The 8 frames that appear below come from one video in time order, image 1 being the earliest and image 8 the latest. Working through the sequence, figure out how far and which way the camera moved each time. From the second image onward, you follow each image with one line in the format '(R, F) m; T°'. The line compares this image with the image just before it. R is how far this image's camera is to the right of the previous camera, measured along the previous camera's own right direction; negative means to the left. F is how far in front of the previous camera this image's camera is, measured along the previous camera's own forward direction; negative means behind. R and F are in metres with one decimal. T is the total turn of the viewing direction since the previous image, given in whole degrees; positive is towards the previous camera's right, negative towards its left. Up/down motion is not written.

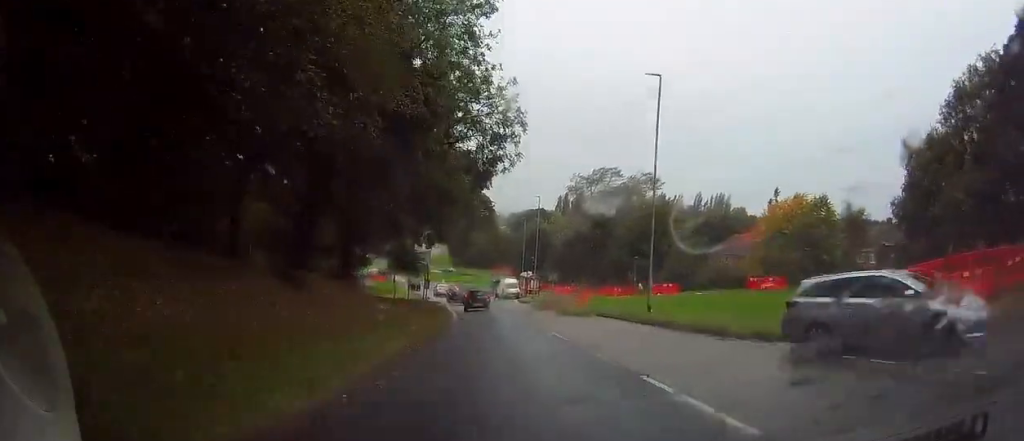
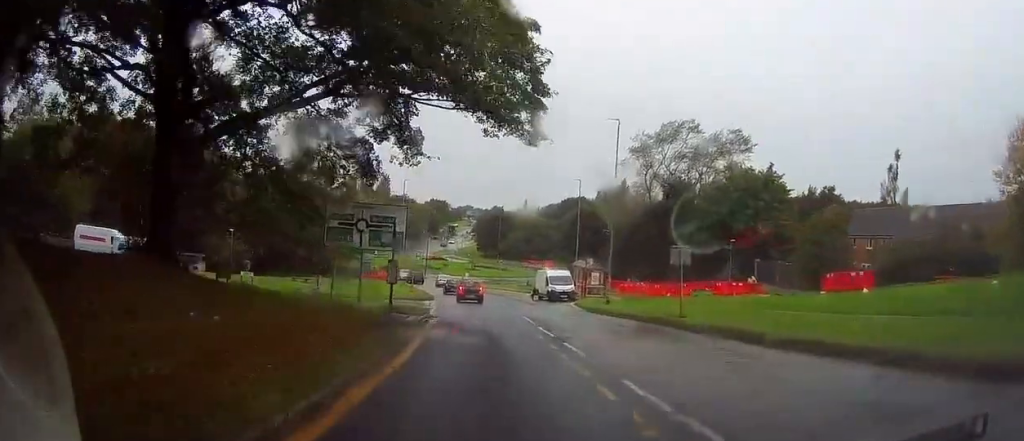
(-0.1, +30.5) m; -2°
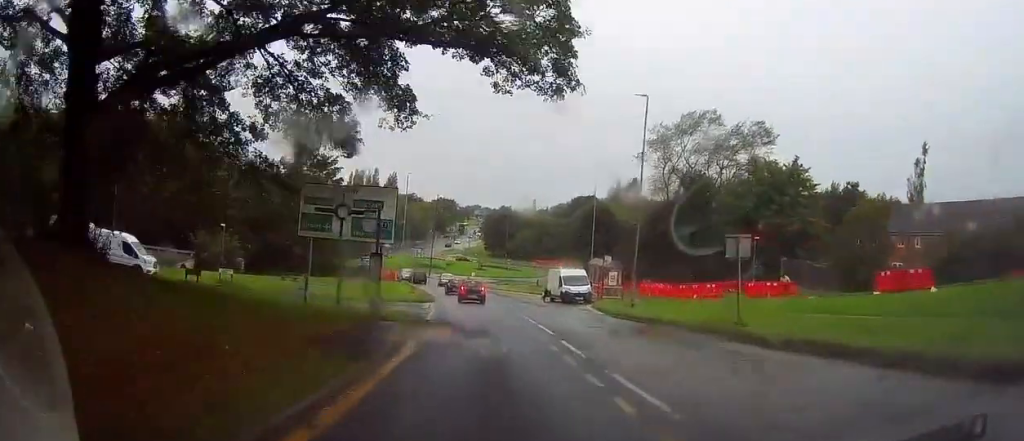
(-0.1, +4.8) m; -2°
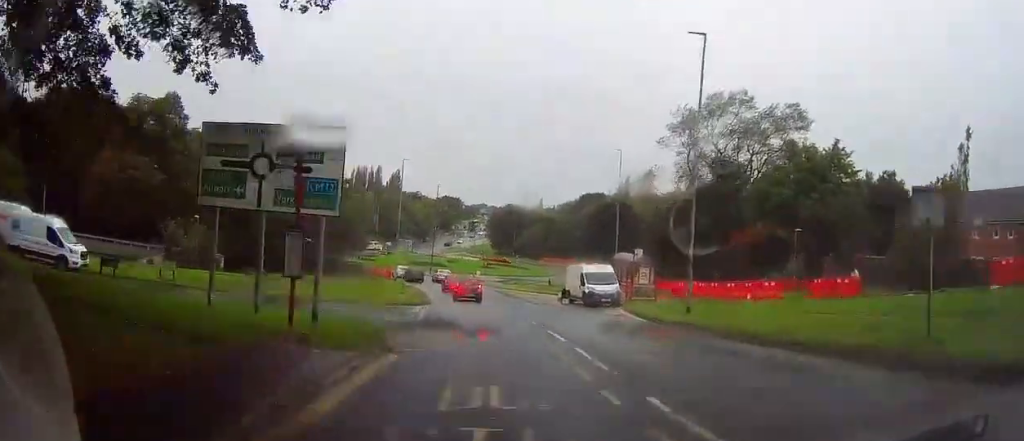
(-0.2, +8.4) m; -3°
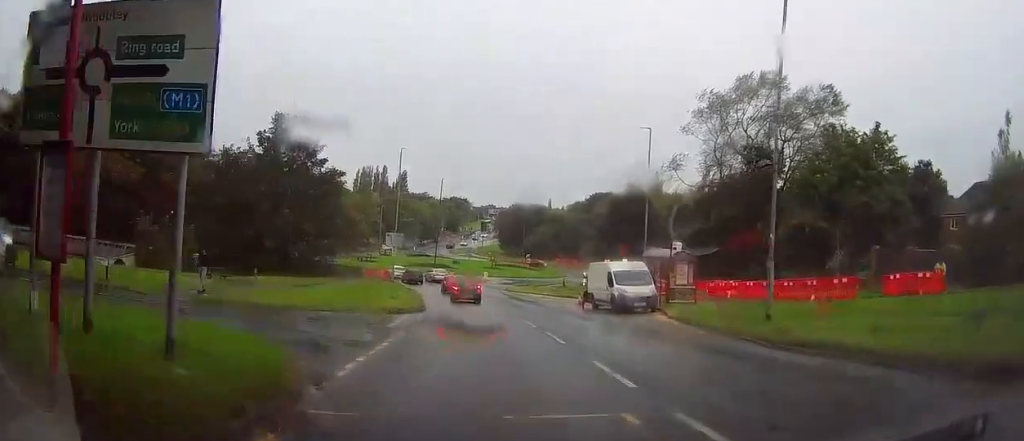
(-0.2, +7.0) m; 0°
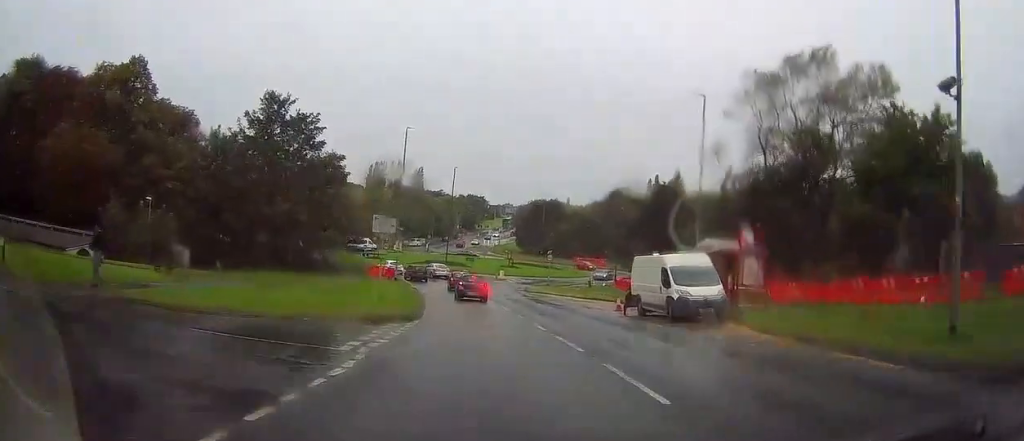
(+0.1, +7.7) m; +1°
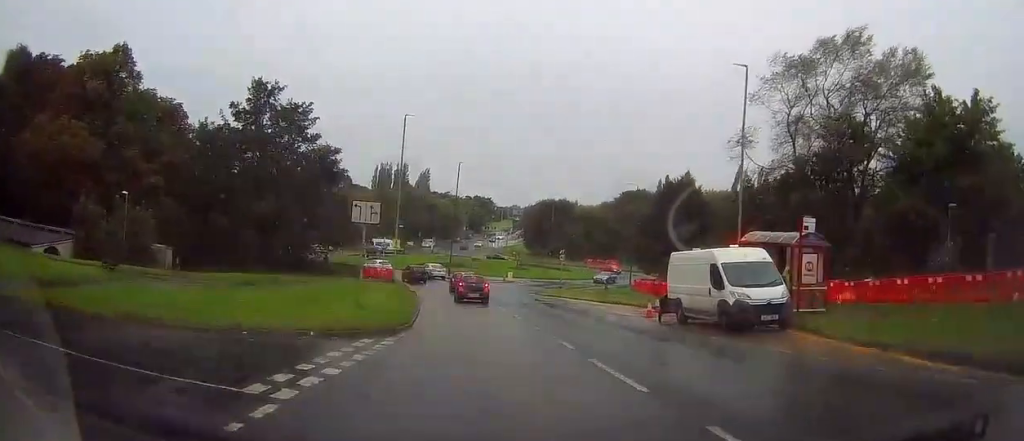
(+0.1, +5.0) m; +1°
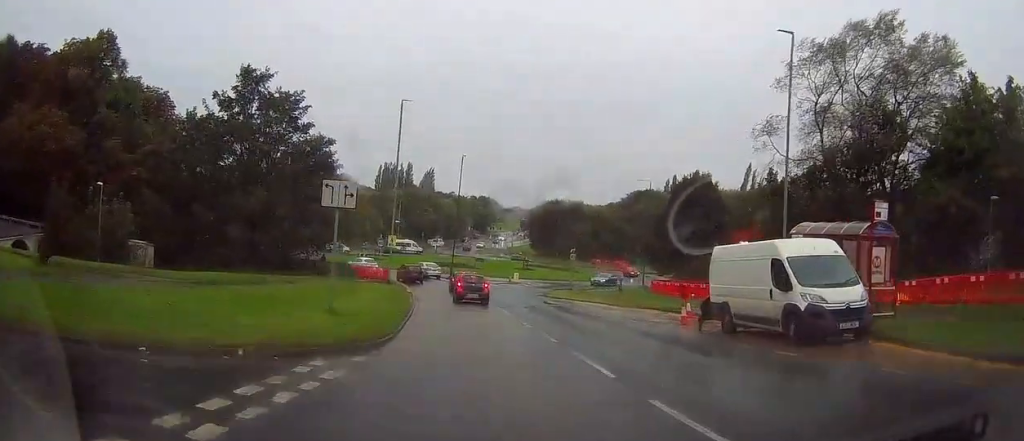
(0.0, +4.3) m; -1°
